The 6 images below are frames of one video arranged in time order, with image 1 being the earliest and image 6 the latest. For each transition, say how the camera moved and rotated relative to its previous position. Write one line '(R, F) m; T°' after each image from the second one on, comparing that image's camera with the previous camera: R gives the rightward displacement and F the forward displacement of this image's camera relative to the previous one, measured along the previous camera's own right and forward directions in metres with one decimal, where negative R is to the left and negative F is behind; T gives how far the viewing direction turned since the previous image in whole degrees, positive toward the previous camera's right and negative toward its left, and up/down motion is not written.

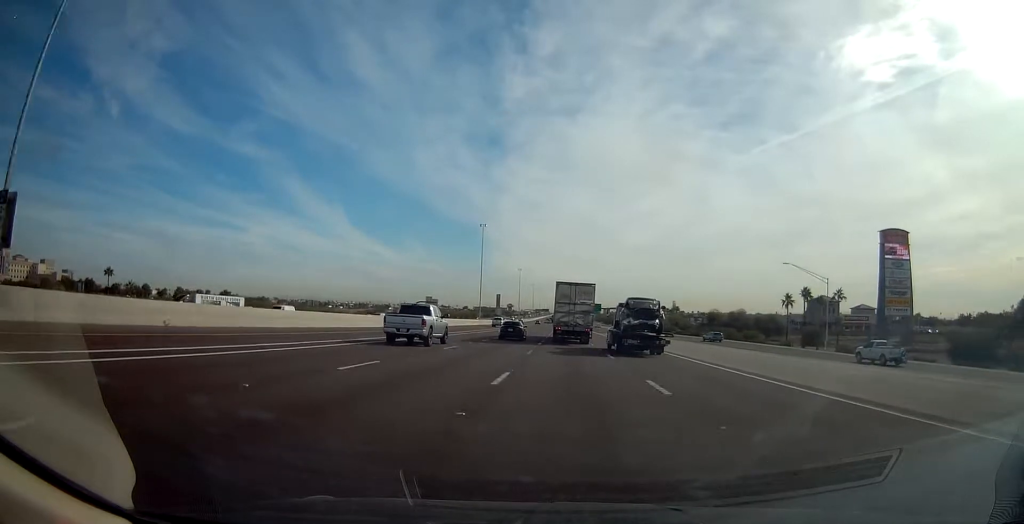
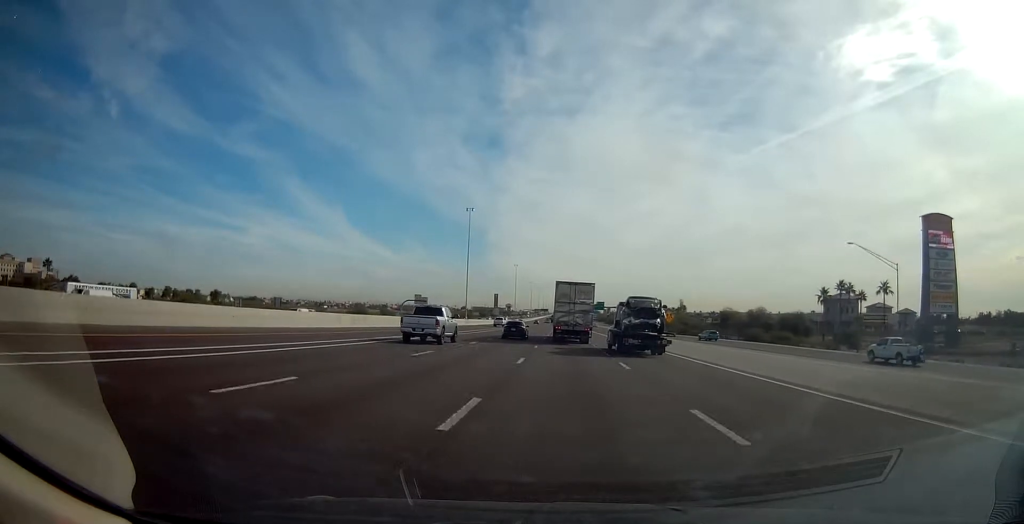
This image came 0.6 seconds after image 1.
(+0.9, +17.3) m; +1°
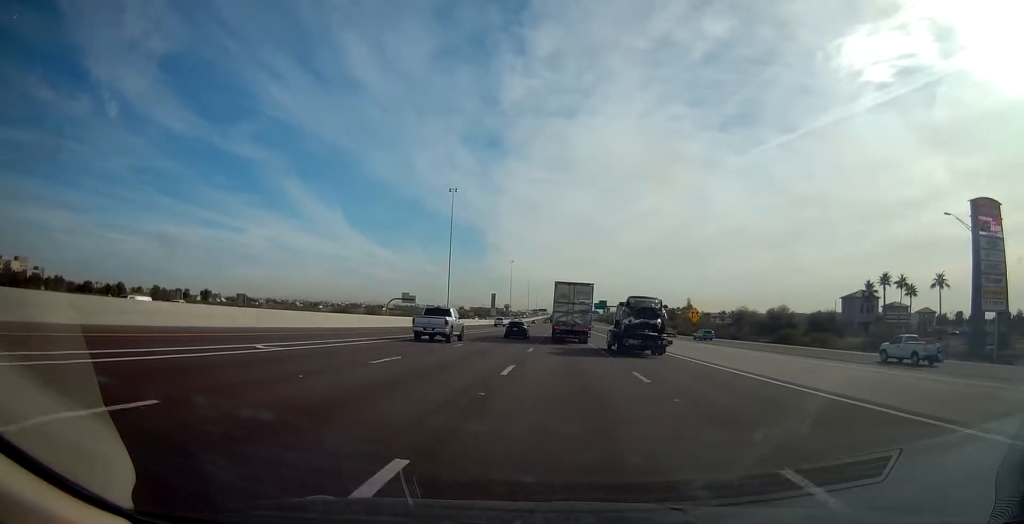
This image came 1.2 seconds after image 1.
(+0.1, +16.4) m; +1°
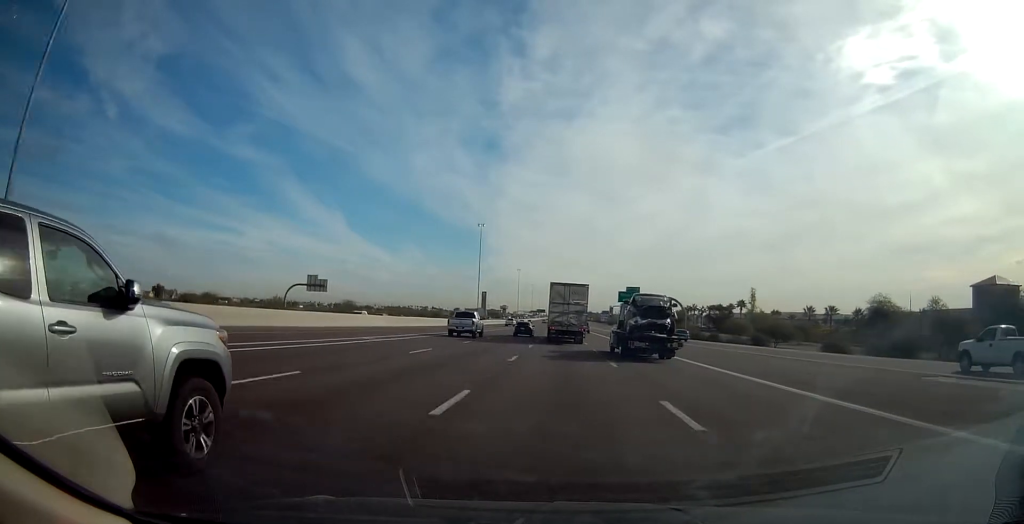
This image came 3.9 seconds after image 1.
(+0.5, +78.6) m; 0°
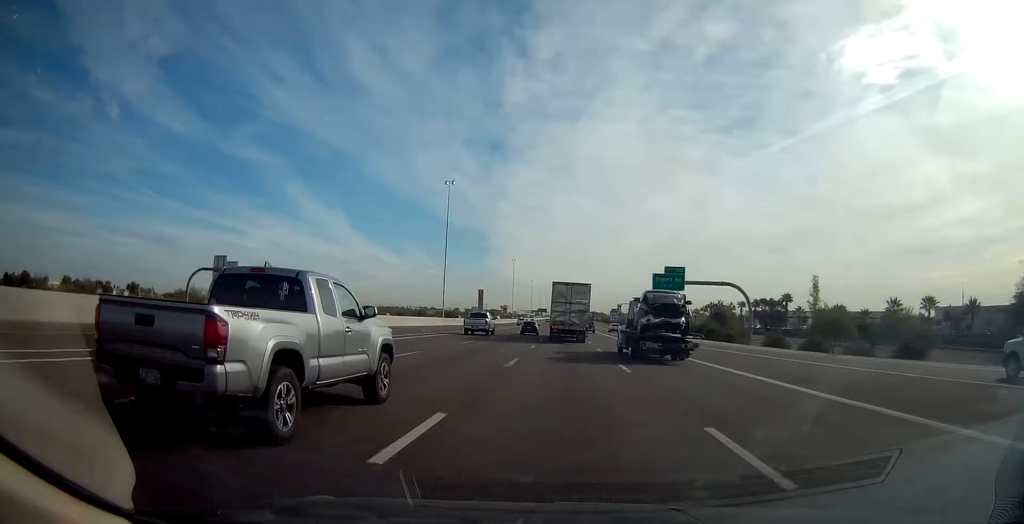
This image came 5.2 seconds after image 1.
(+0.3, +38.9) m; 0°
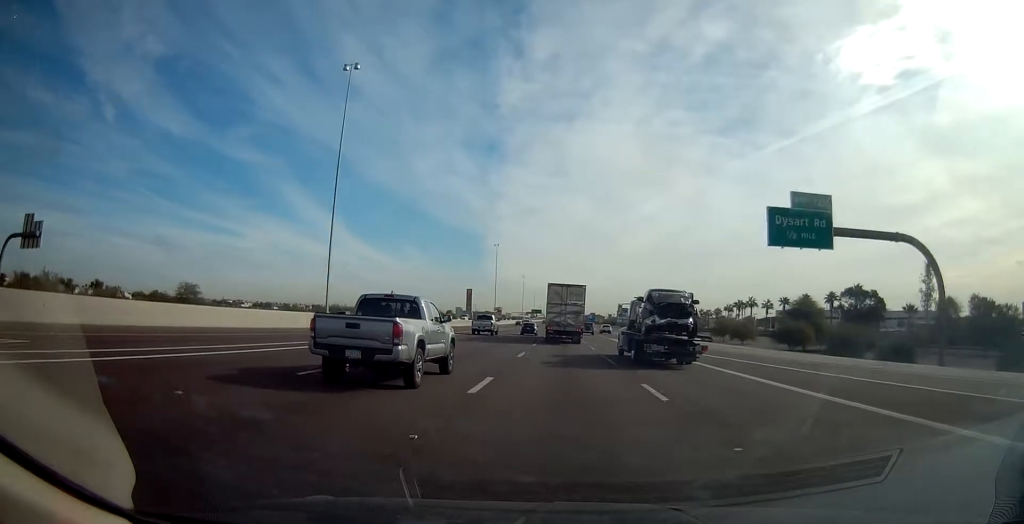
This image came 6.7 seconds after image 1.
(0.0, +42.6) m; +1°
